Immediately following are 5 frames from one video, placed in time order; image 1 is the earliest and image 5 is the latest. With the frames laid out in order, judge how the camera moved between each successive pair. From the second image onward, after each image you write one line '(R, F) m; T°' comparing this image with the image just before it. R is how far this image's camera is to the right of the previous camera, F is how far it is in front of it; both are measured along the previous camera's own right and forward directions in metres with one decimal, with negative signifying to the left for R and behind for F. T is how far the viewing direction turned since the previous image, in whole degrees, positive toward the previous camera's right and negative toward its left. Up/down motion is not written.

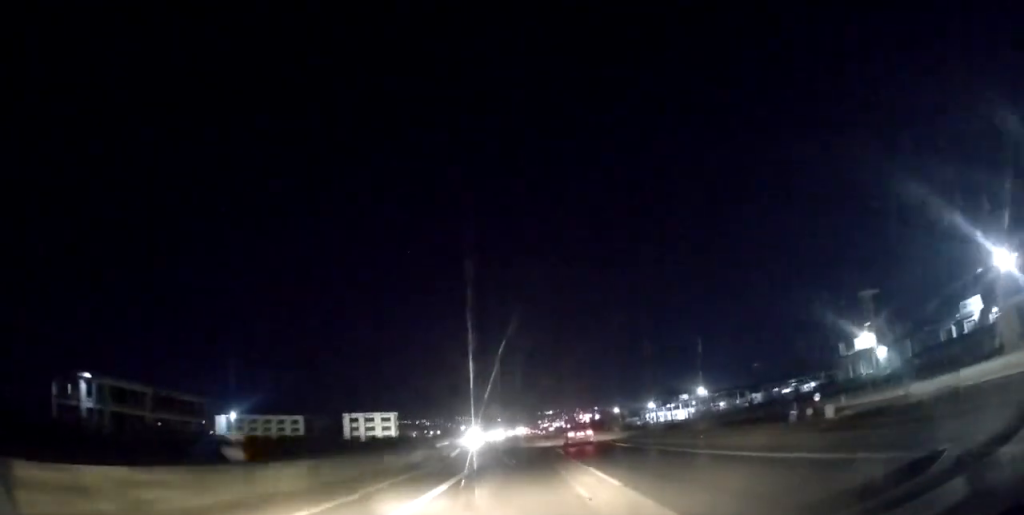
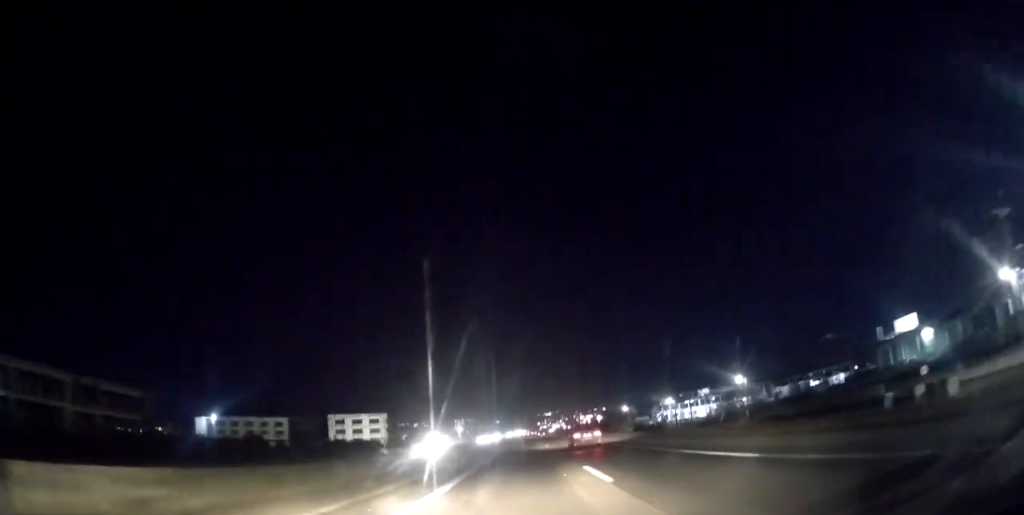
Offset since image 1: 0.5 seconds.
(-0.1, +16.8) m; 0°
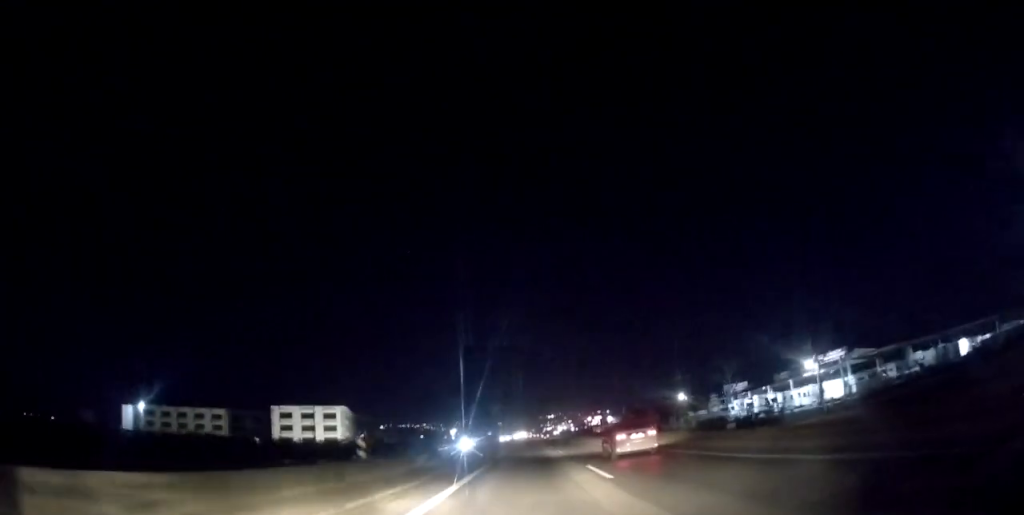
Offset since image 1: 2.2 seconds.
(+0.1, +53.3) m; 0°
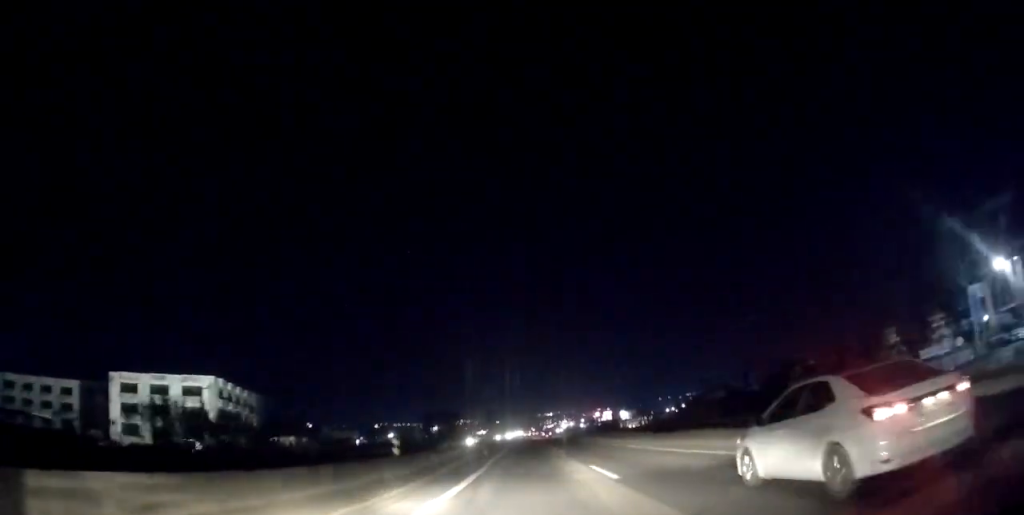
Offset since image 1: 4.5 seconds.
(-1.0, +72.1) m; -1°
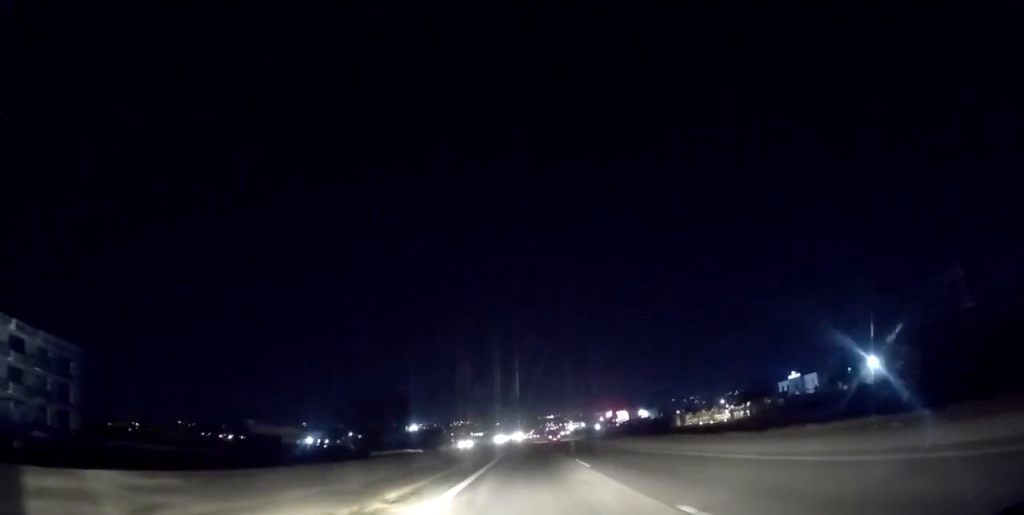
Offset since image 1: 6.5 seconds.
(+0.5, +64.4) m; 0°
